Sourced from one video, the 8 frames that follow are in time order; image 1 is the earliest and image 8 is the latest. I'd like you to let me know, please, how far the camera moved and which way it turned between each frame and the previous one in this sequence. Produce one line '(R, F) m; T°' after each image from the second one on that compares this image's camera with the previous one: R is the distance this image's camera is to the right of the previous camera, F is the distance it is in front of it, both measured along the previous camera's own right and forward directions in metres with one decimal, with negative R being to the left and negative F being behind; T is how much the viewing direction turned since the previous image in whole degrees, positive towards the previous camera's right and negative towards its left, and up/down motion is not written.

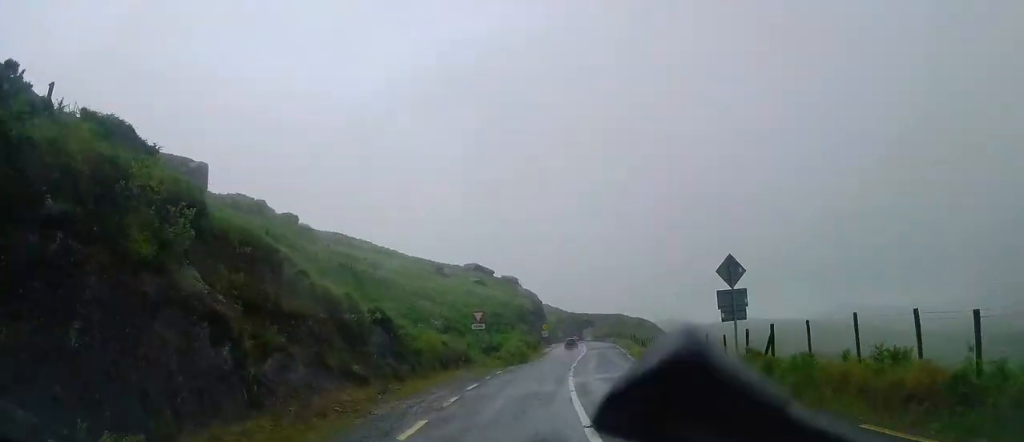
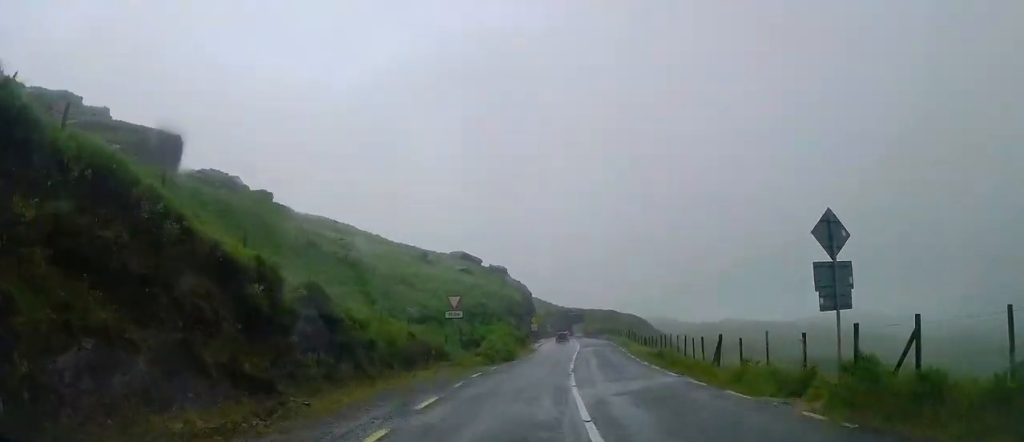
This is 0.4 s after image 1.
(0.0, +6.4) m; +1°
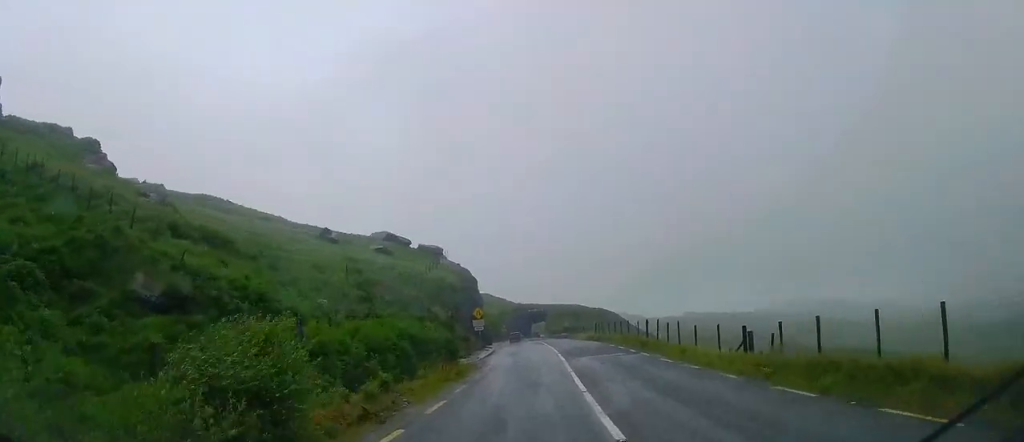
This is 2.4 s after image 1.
(+1.4, +29.0) m; +5°
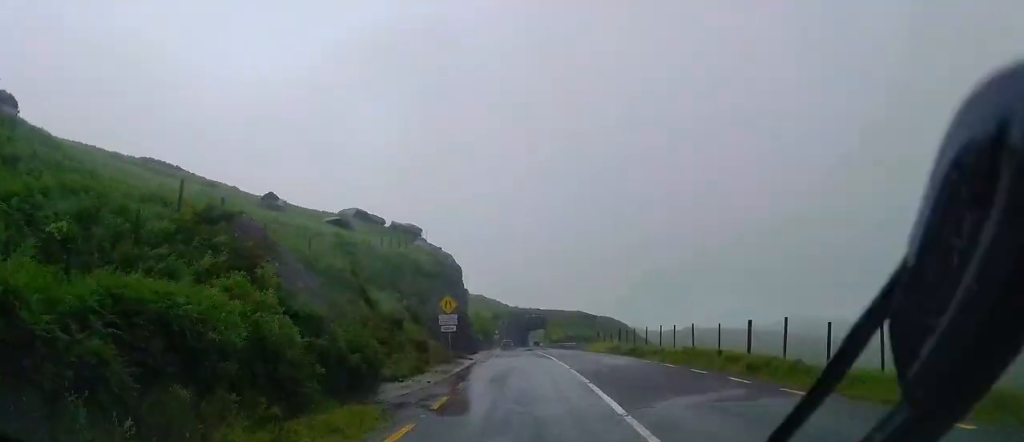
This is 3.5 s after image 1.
(+0.4, +17.2) m; +1°
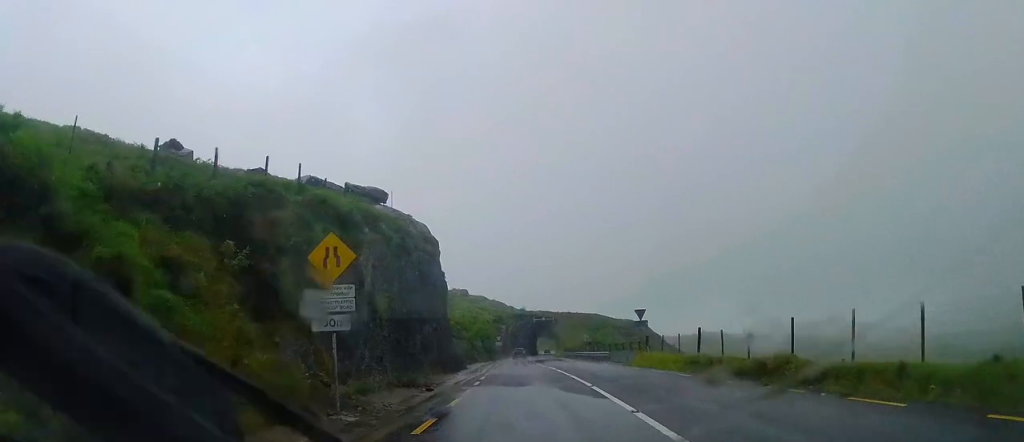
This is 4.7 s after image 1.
(-0.1, +18.6) m; -2°
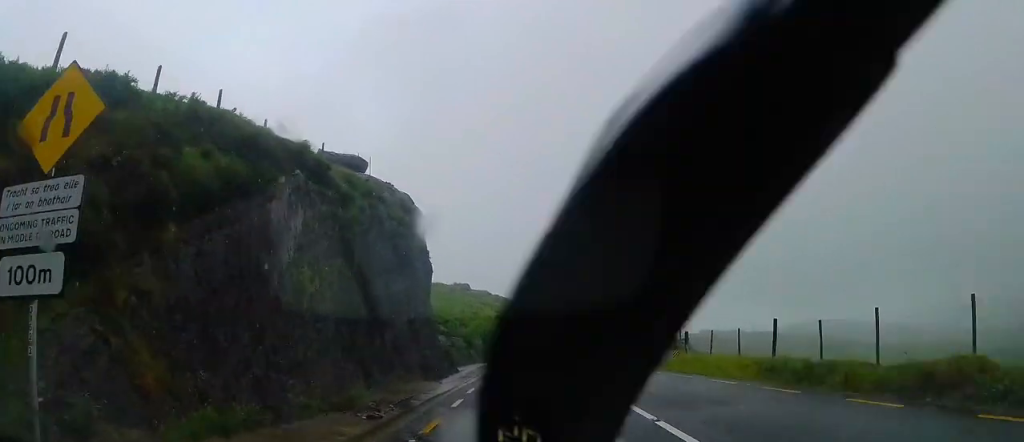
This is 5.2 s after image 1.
(+0.2, +7.5) m; -2°
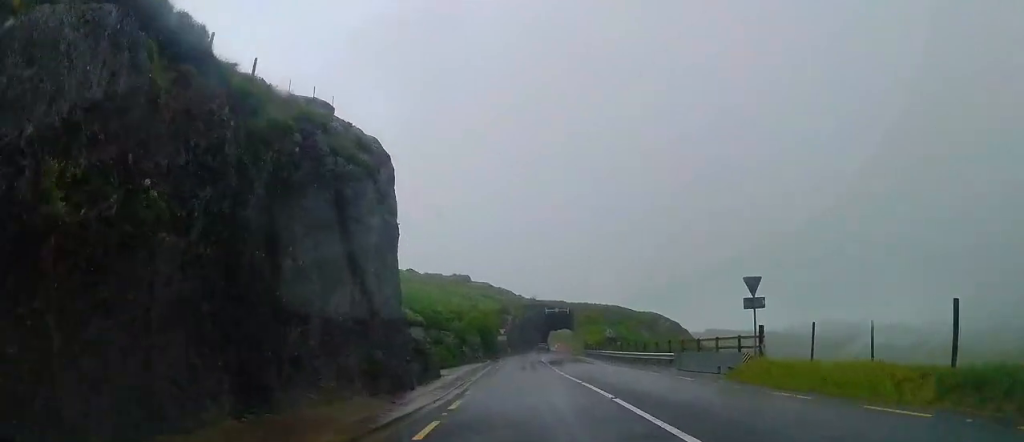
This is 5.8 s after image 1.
(-0.4, +8.5) m; -1°
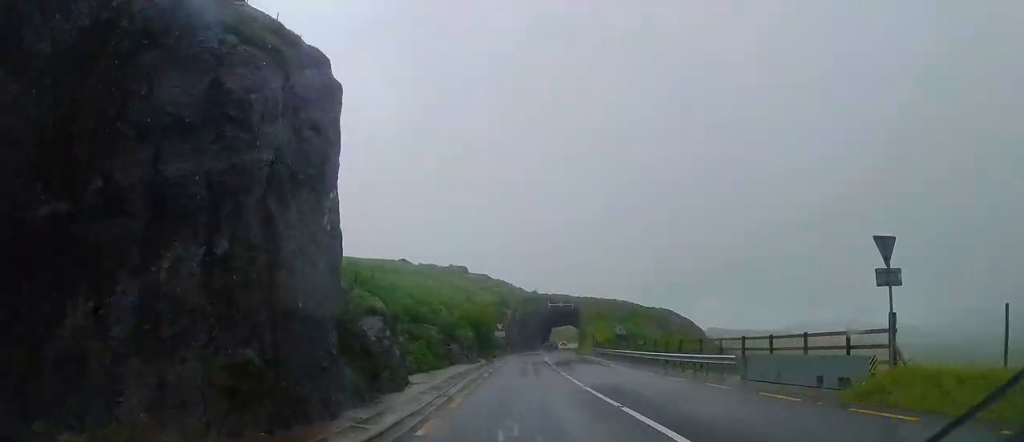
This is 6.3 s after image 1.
(-0.3, +7.5) m; 0°
